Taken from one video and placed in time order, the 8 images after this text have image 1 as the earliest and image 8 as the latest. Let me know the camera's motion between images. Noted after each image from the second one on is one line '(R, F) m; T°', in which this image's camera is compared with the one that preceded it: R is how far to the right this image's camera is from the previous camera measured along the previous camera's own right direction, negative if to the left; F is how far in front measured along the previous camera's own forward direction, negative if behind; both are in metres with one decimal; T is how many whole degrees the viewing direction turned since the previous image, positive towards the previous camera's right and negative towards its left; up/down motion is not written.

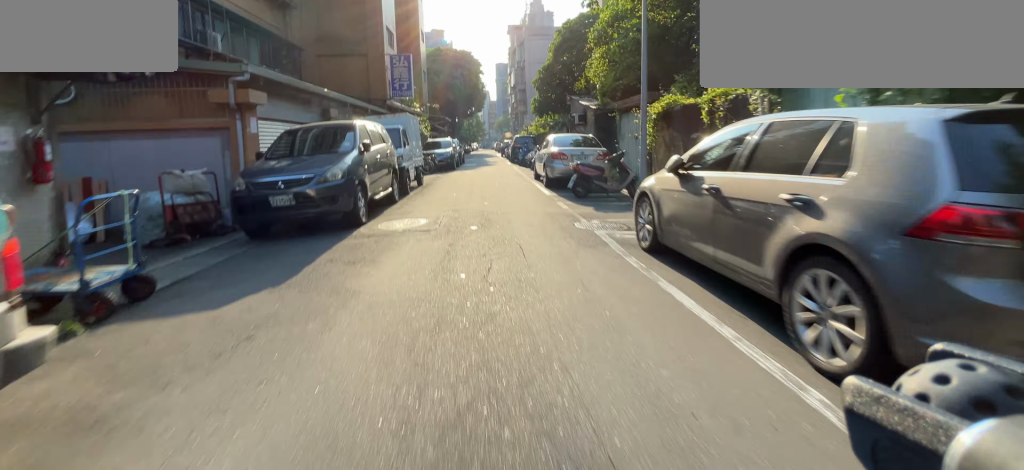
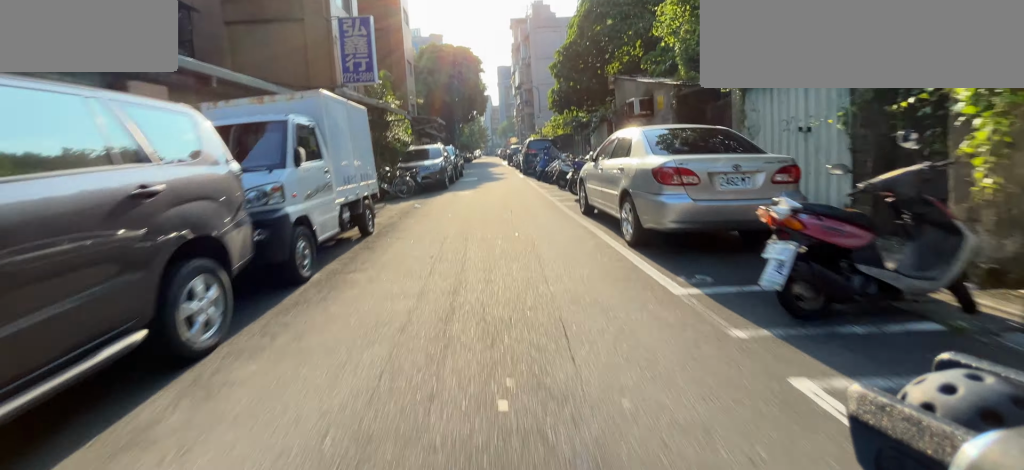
(+0.2, +8.0) m; 0°
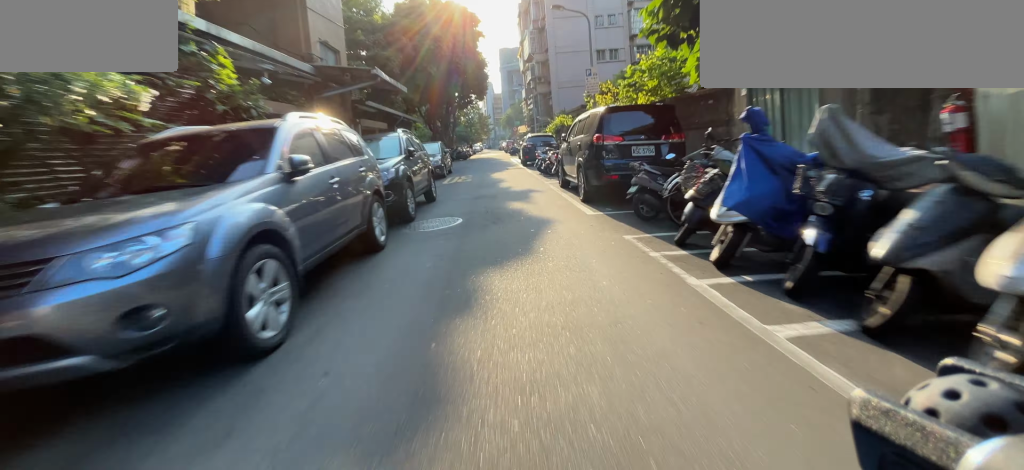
(-0.3, +15.4) m; -3°
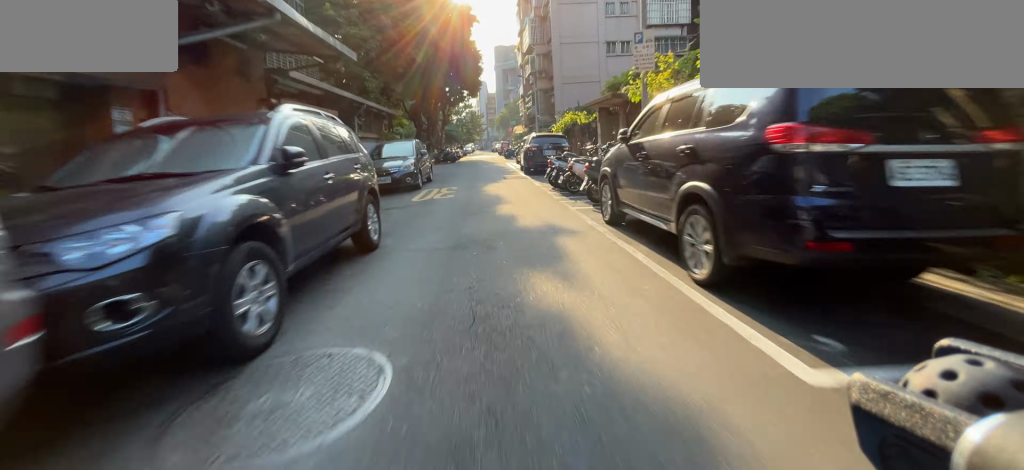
(-0.1, +5.6) m; 0°
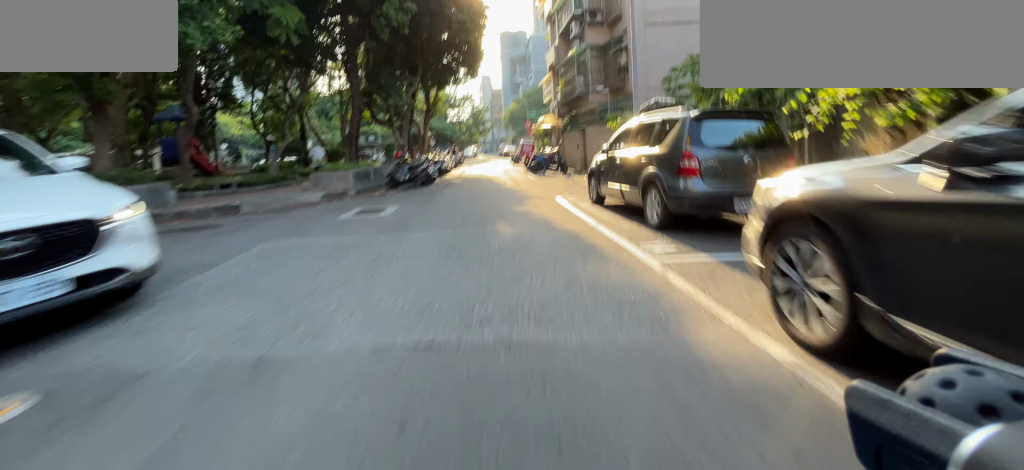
(0.0, +18.6) m; 0°
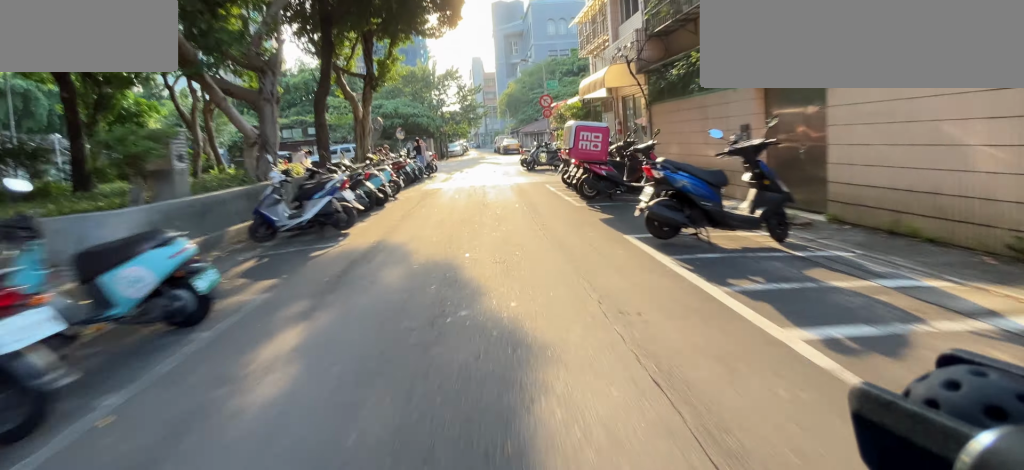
(-0.3, +13.5) m; -3°
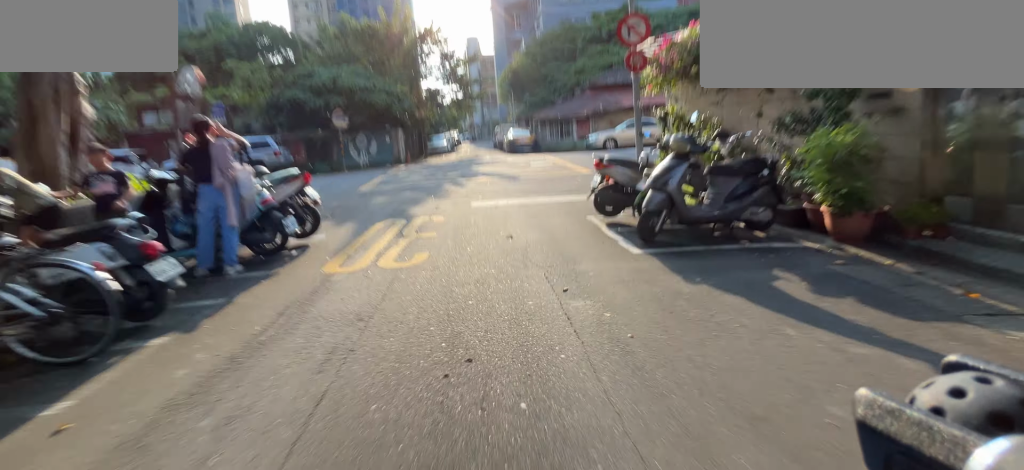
(-0.3, +11.6) m; 0°
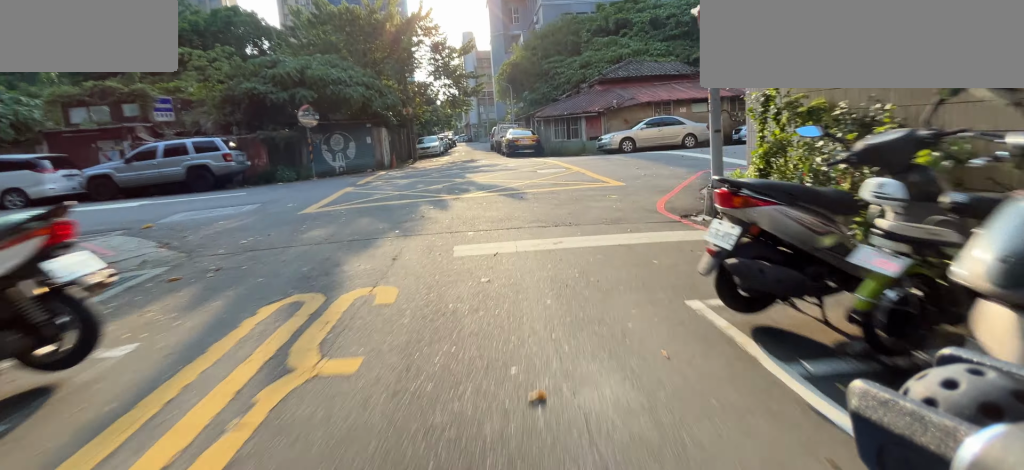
(0.0, +2.9) m; +1°
